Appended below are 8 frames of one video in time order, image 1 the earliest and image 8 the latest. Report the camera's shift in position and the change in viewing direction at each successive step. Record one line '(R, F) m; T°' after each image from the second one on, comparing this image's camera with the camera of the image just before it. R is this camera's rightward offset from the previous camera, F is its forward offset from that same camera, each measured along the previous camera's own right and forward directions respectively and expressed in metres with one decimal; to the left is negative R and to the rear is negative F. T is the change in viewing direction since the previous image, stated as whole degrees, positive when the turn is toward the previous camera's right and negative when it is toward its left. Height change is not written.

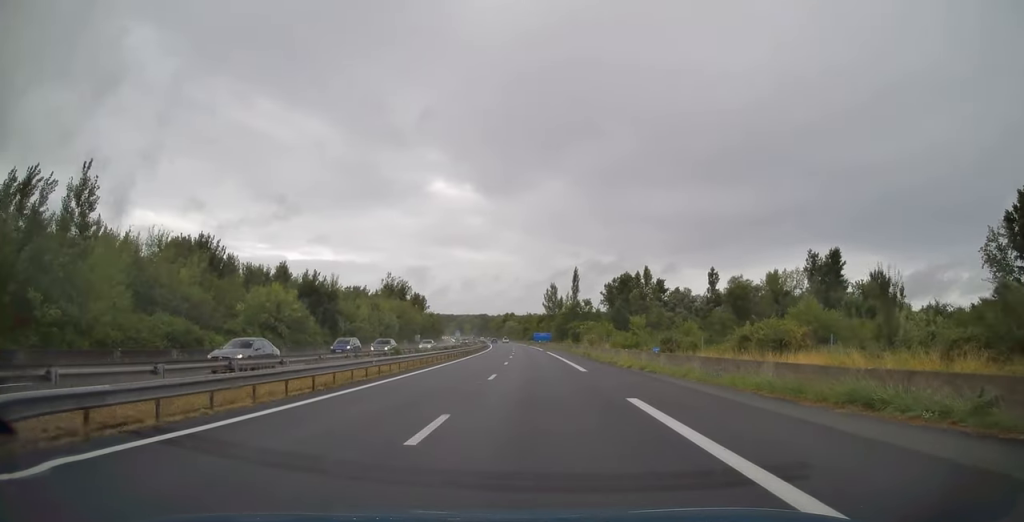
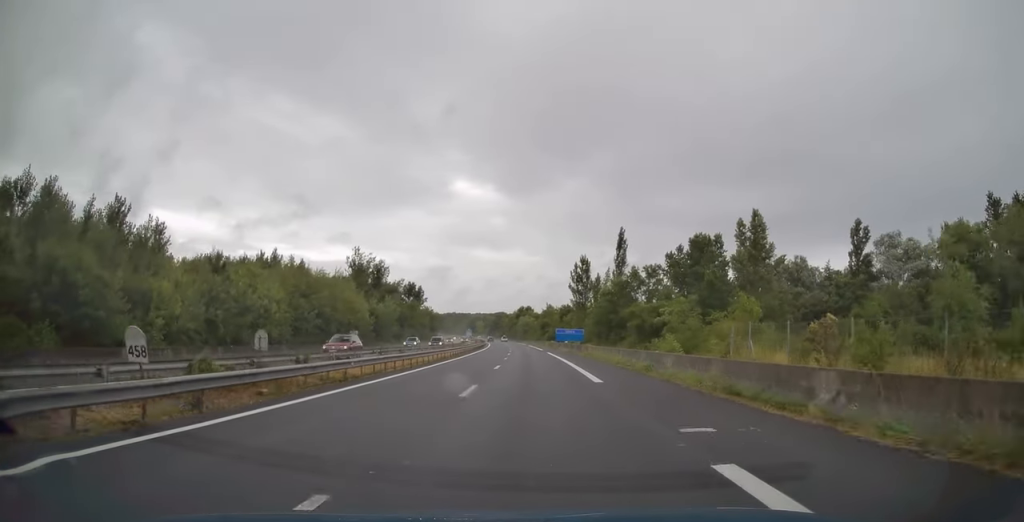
(-1.0, +58.4) m; -2°
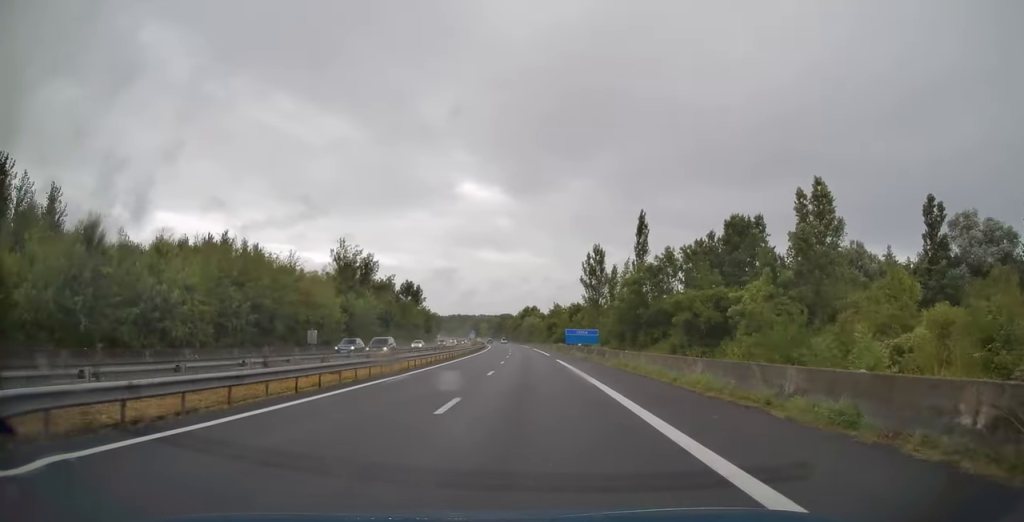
(0.0, +16.6) m; -1°
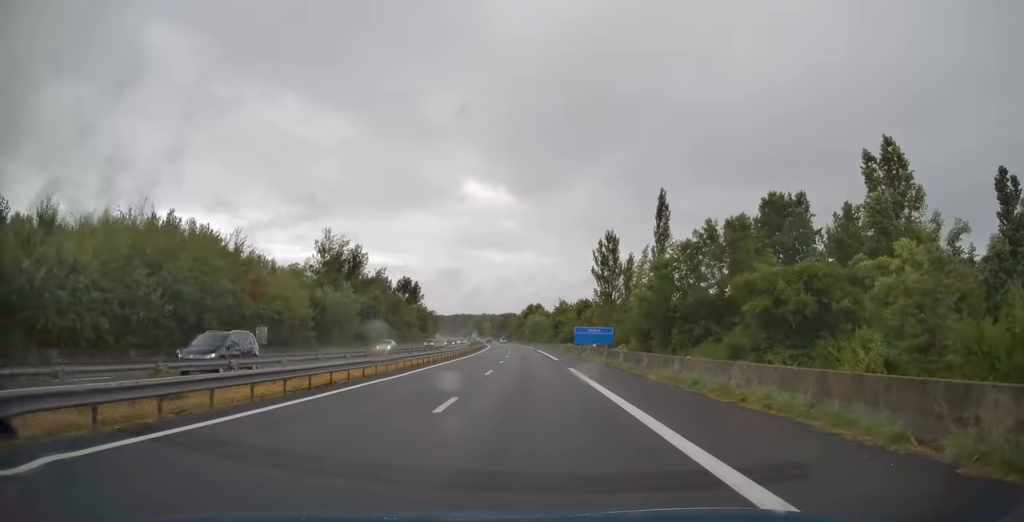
(-0.1, +12.9) m; 0°
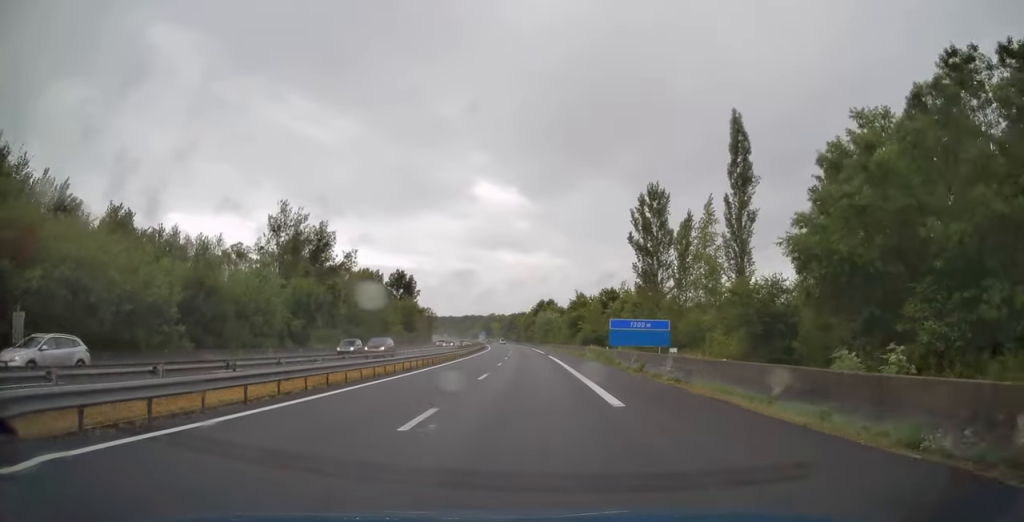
(-0.2, +28.4) m; -1°
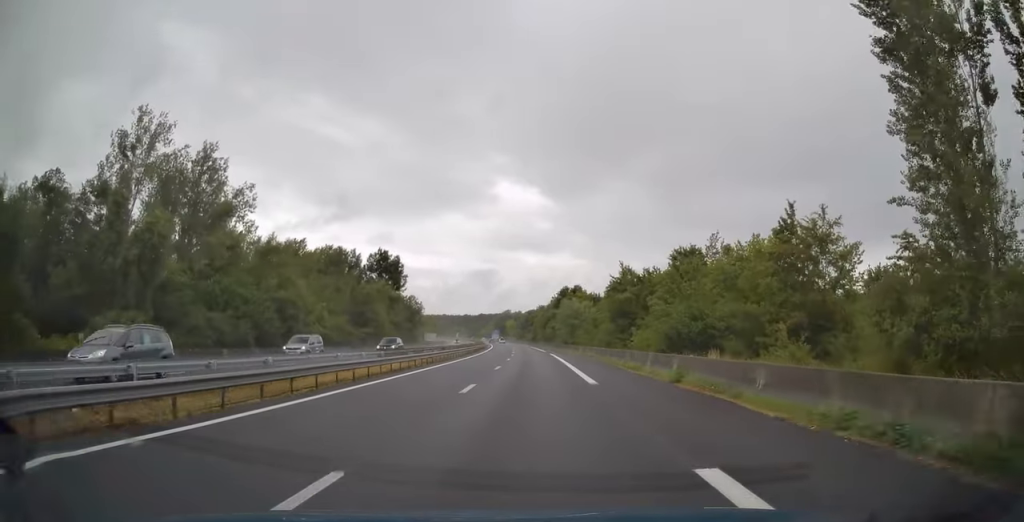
(-0.7, +45.5) m; -2°
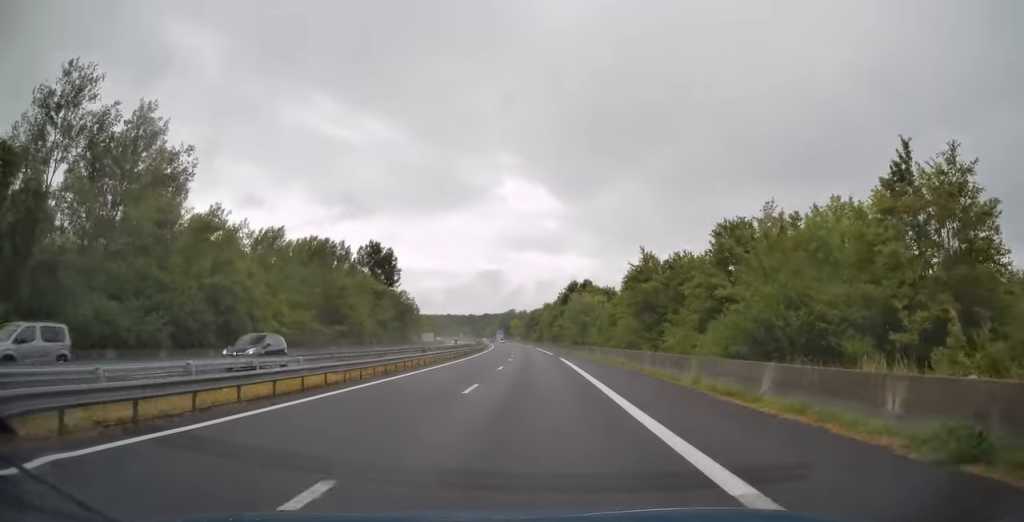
(0.0, +13.4) m; -1°
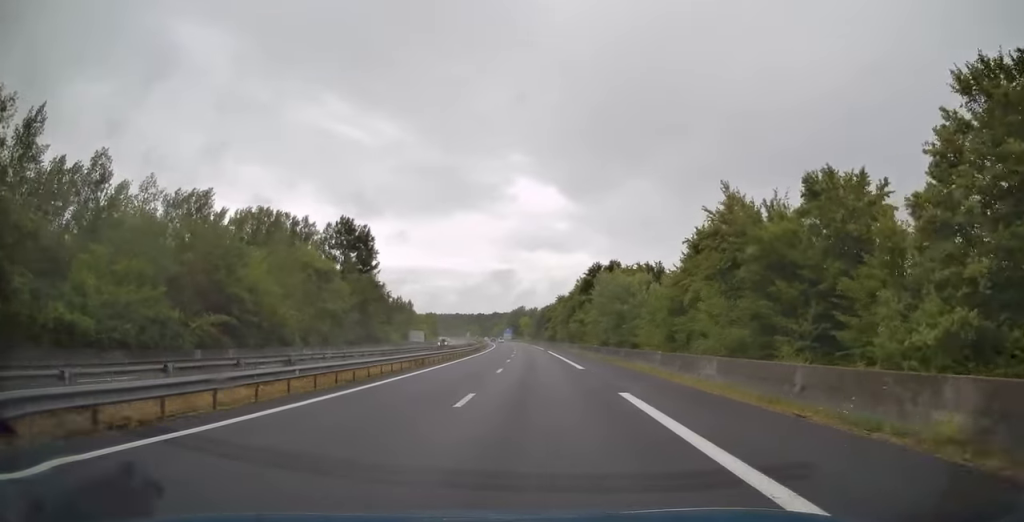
(-0.3, +29.4) m; -1°
